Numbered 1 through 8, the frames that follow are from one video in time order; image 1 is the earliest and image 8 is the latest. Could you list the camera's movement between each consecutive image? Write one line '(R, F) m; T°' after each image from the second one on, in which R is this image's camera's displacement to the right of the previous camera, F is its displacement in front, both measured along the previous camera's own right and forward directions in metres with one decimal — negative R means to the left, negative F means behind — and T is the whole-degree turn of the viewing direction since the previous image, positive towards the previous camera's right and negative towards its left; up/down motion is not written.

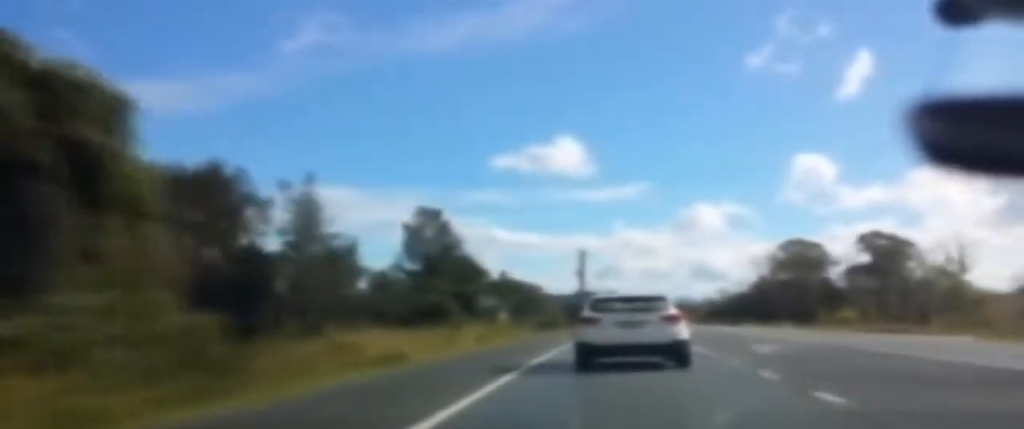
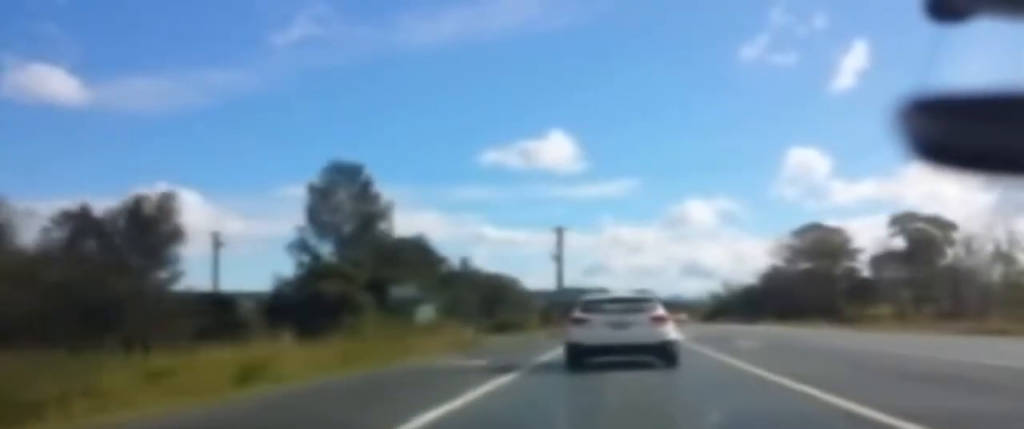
(+0.6, +26.0) m; +2°
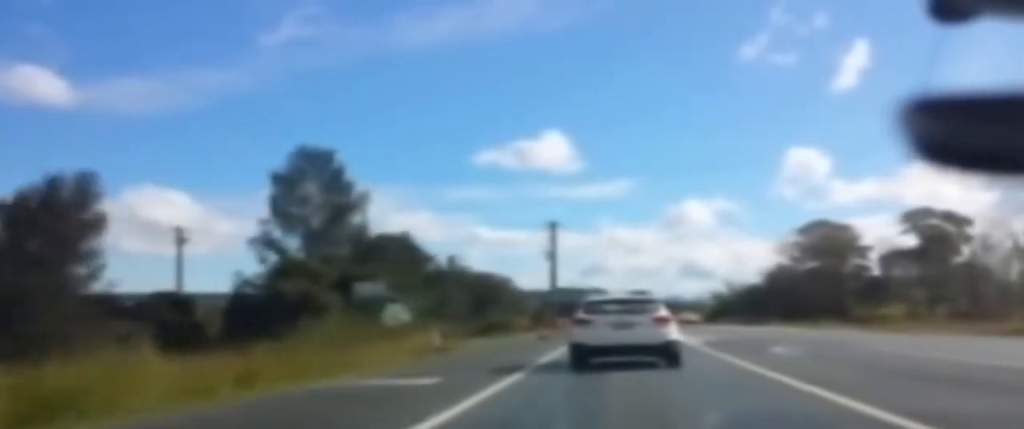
(0.0, +5.6) m; 0°
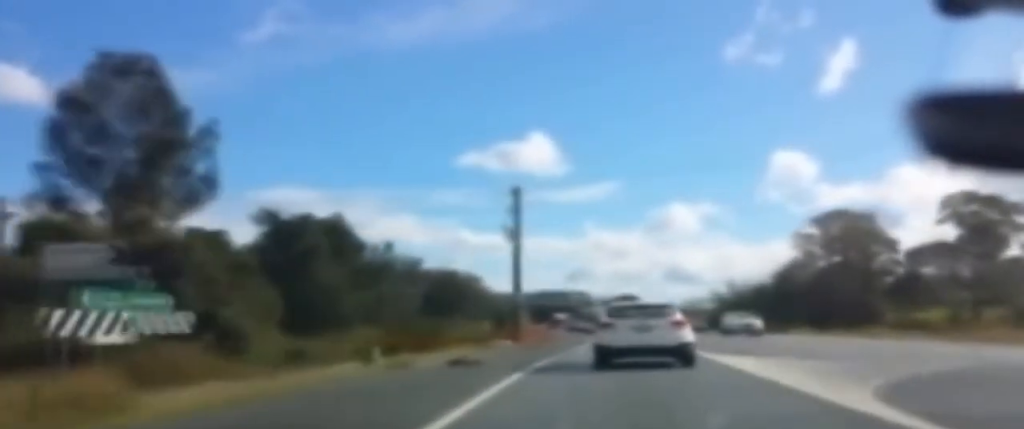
(+0.2, +22.0) m; 0°
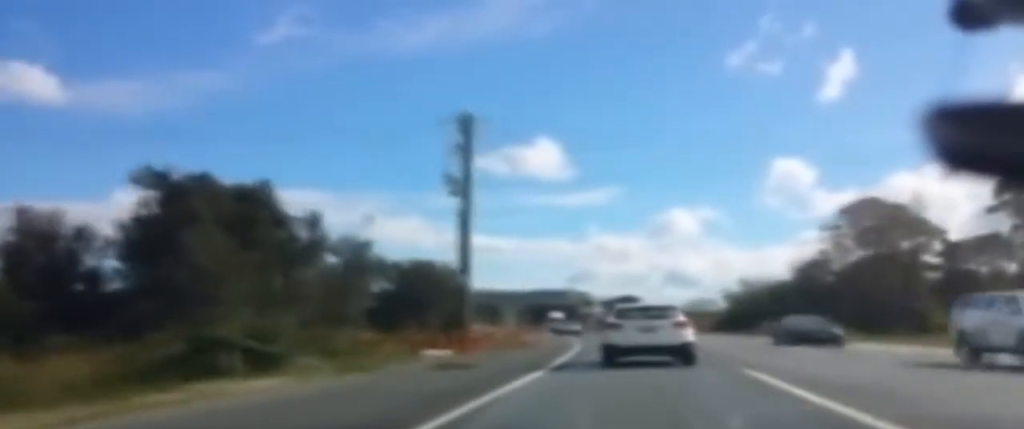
(-0.6, +21.7) m; -2°
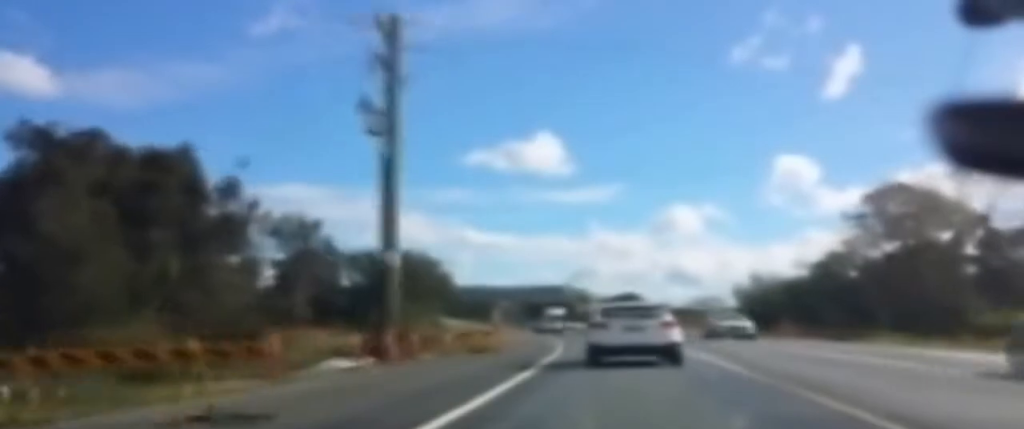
(0.0, +11.5) m; +3°
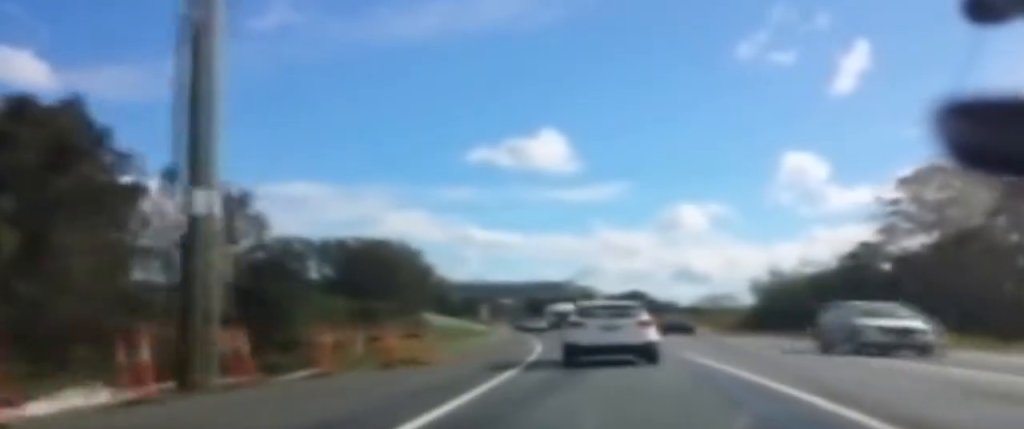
(+0.5, +11.7) m; +1°
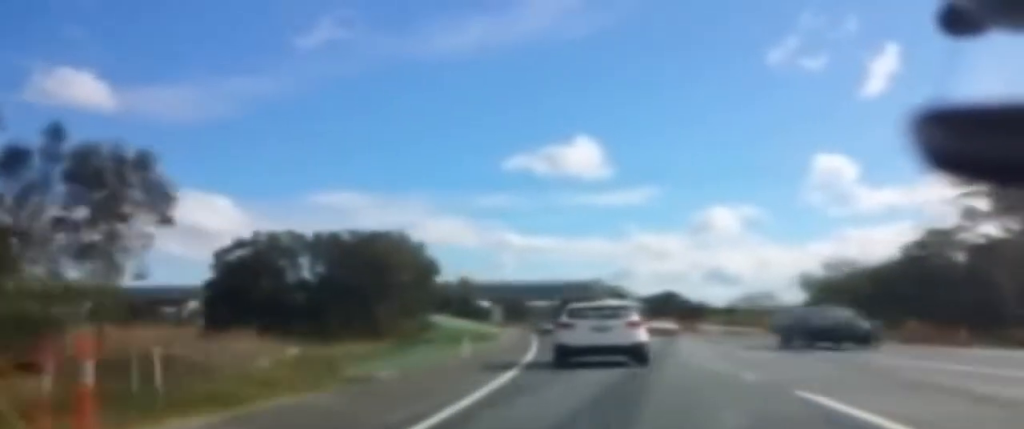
(0.0, +15.1) m; -2°
